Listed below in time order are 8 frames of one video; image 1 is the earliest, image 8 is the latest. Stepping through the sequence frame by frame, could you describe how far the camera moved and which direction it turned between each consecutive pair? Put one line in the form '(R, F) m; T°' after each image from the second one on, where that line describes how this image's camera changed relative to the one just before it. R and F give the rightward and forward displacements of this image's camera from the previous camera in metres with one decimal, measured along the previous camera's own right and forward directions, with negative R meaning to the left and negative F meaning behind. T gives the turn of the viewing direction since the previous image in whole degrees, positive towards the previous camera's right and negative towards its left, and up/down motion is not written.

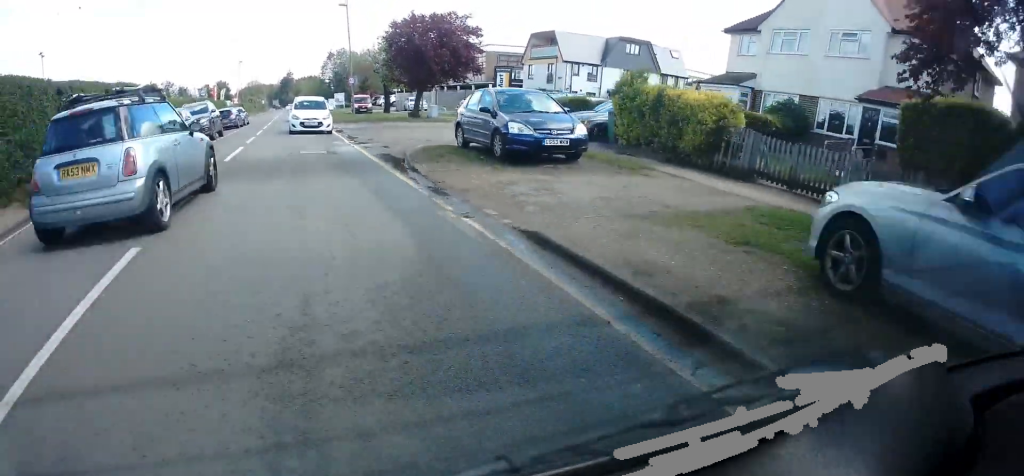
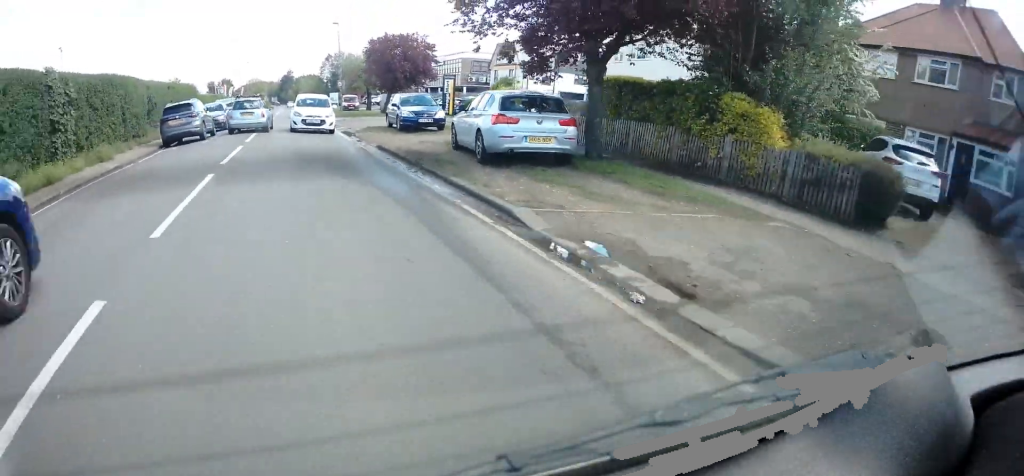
(+0.2, +10.5) m; 0°
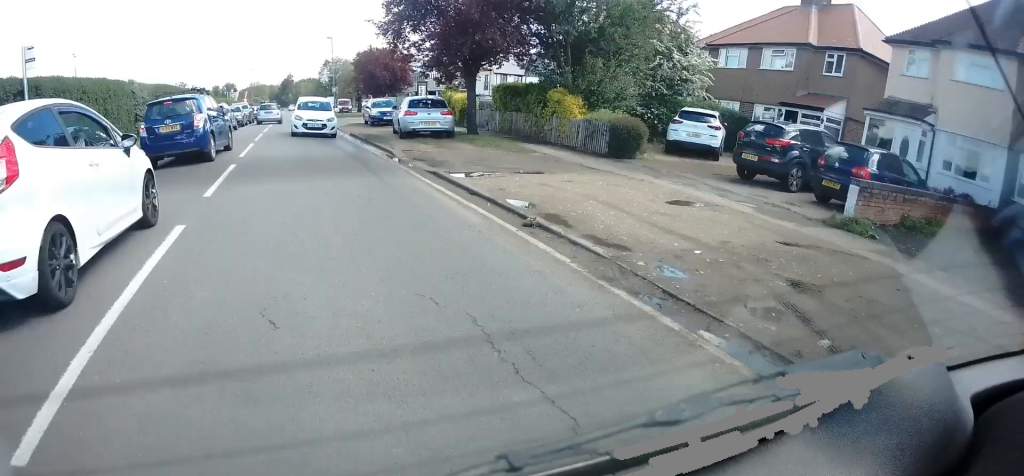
(0.0, +8.4) m; -1°
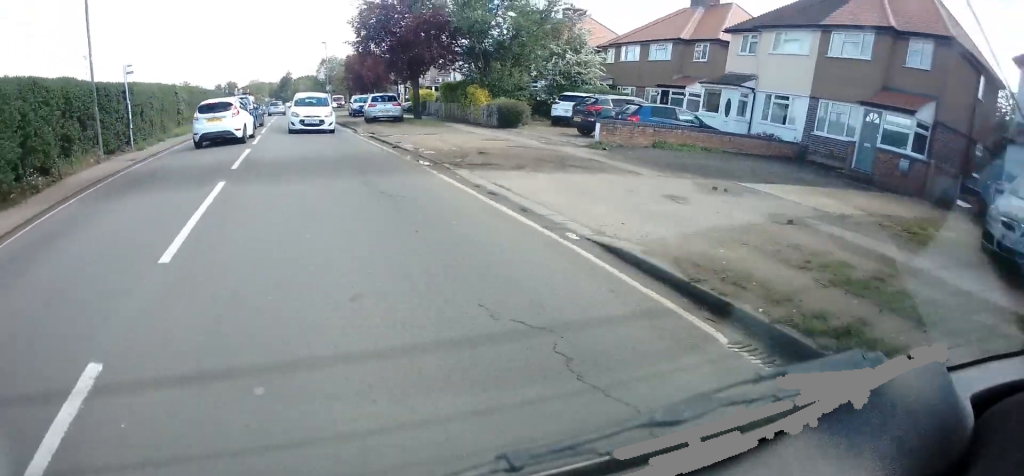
(-0.2, +8.9) m; 0°
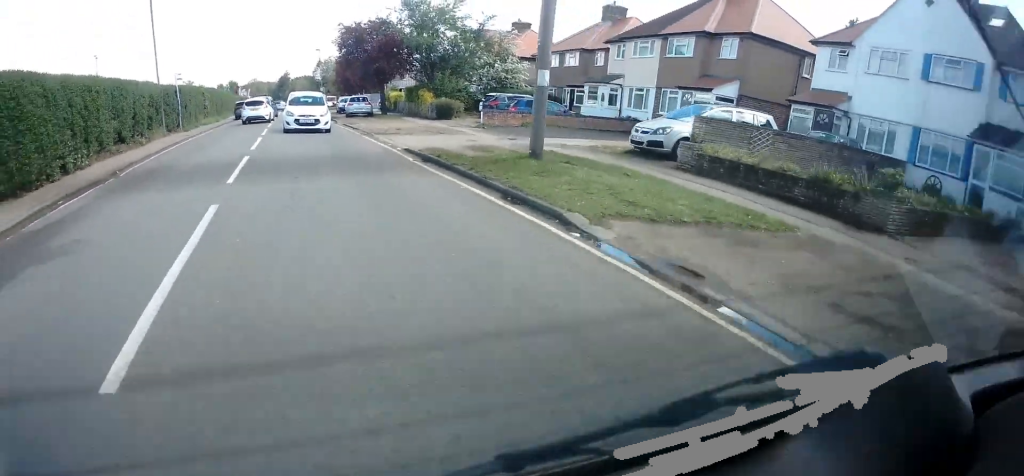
(+0.3, +10.1) m; +2°
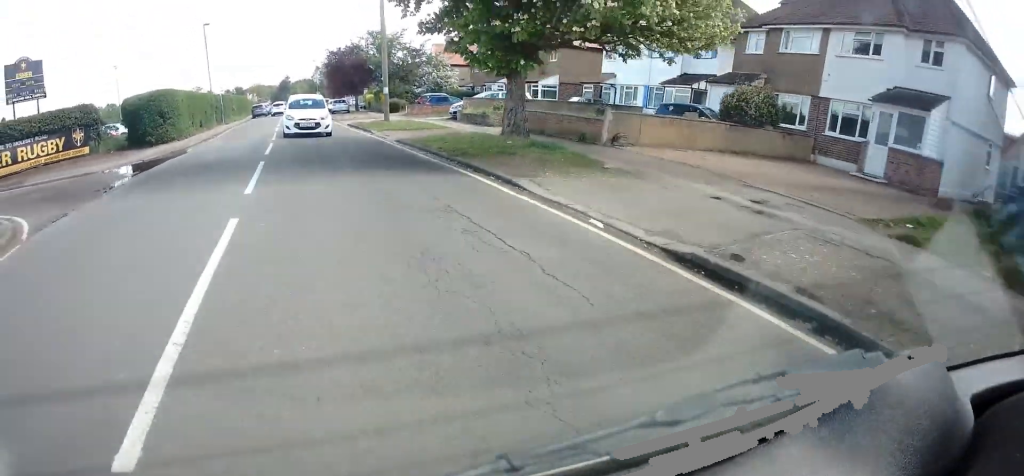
(0.0, +17.2) m; -1°
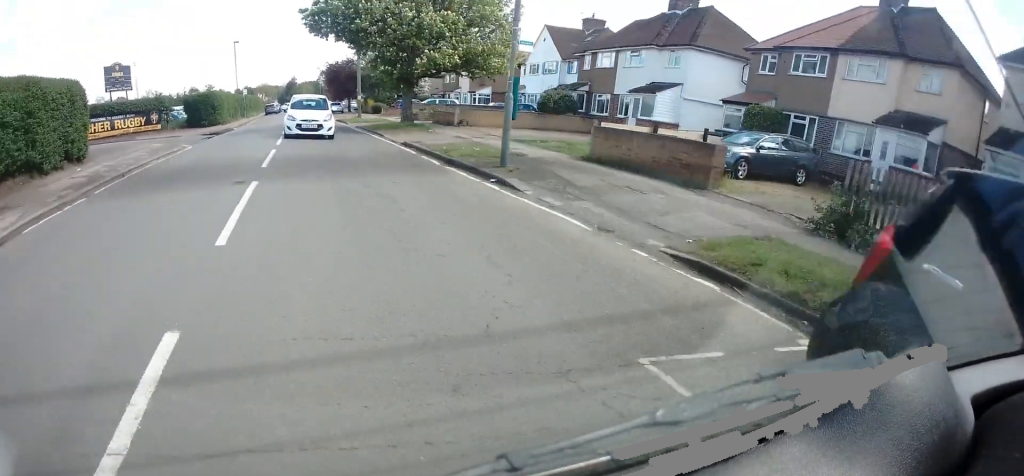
(-0.4, +14.3) m; -1°
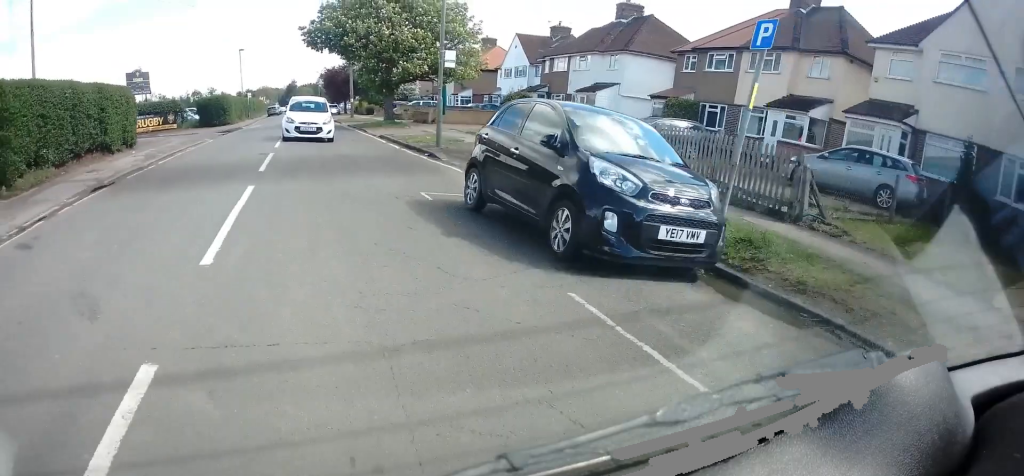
(+0.1, +5.3) m; +1°
